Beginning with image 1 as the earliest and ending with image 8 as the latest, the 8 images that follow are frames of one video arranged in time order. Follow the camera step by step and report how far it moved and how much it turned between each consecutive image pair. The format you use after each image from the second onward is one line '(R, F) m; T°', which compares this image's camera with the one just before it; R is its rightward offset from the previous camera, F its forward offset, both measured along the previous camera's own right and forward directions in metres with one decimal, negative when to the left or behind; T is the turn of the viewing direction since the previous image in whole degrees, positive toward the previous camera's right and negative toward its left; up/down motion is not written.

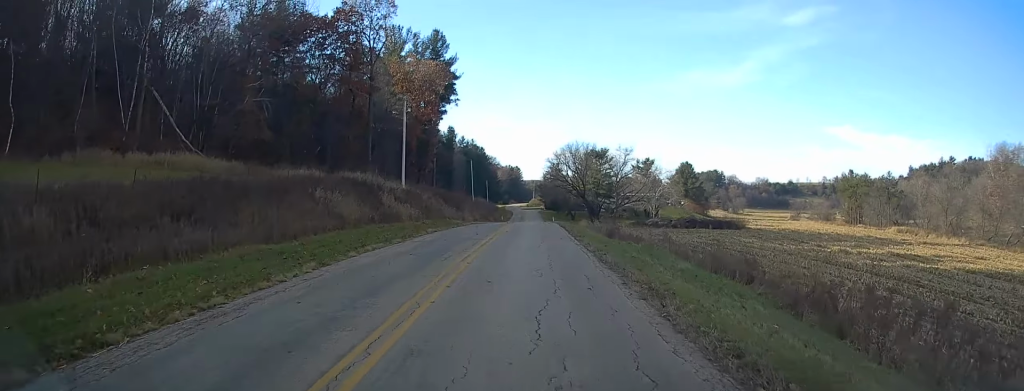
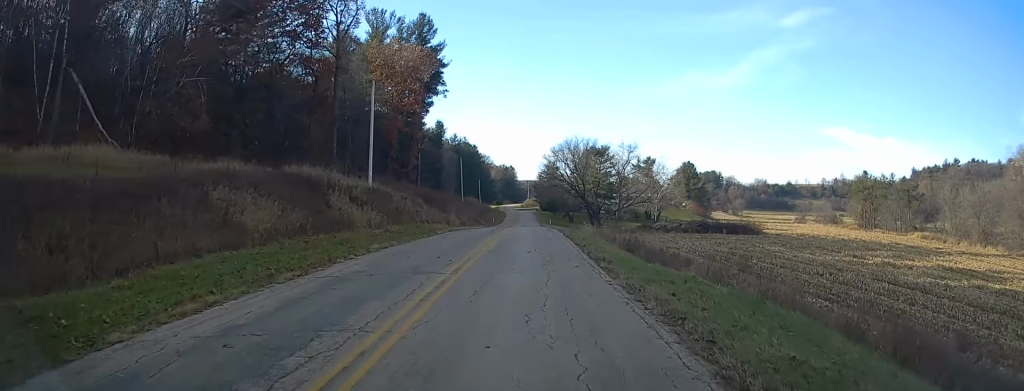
(0.0, +11.2) m; +1°
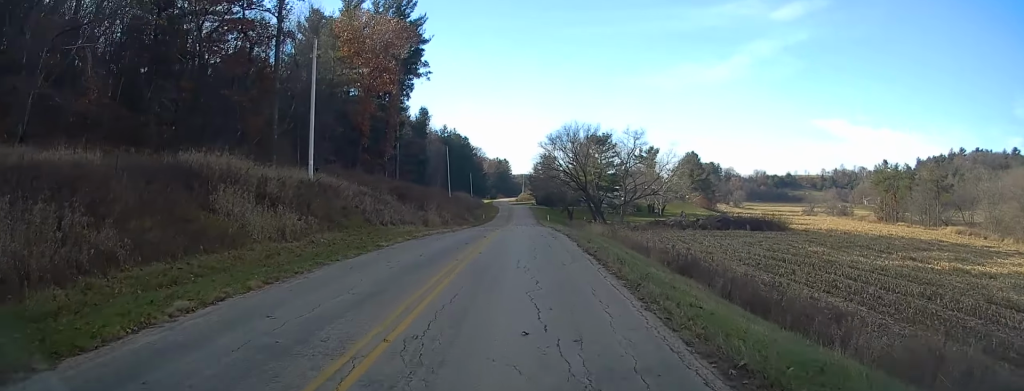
(+0.1, +12.9) m; +1°
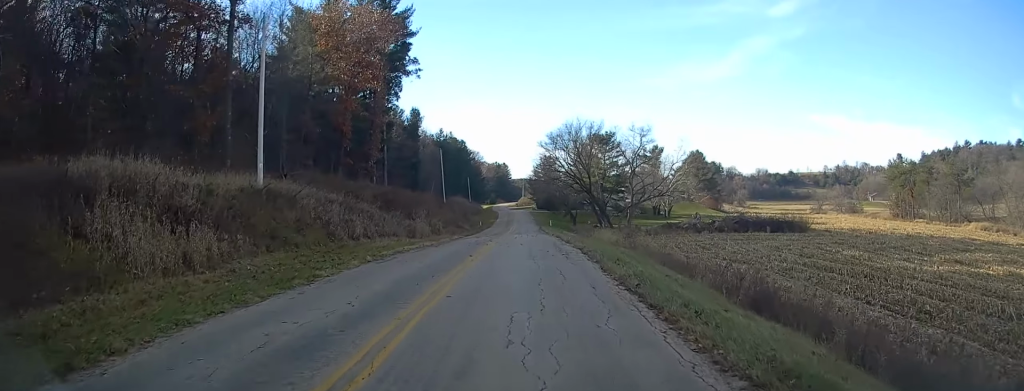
(+0.2, +7.3) m; 0°
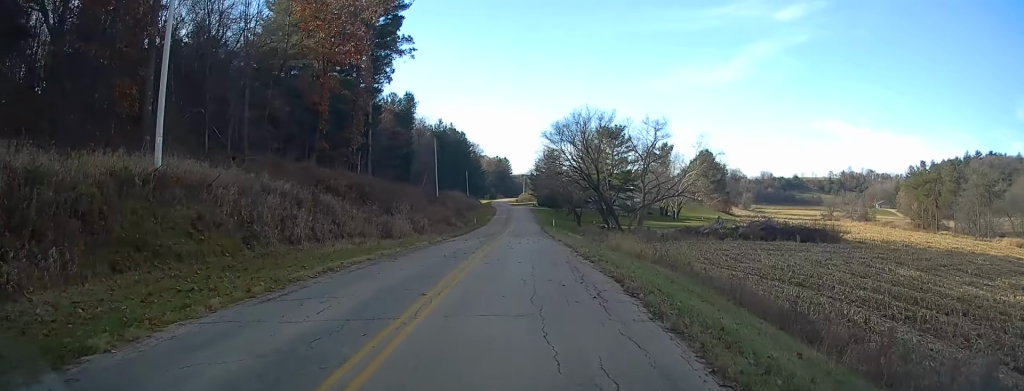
(0.0, +9.4) m; 0°
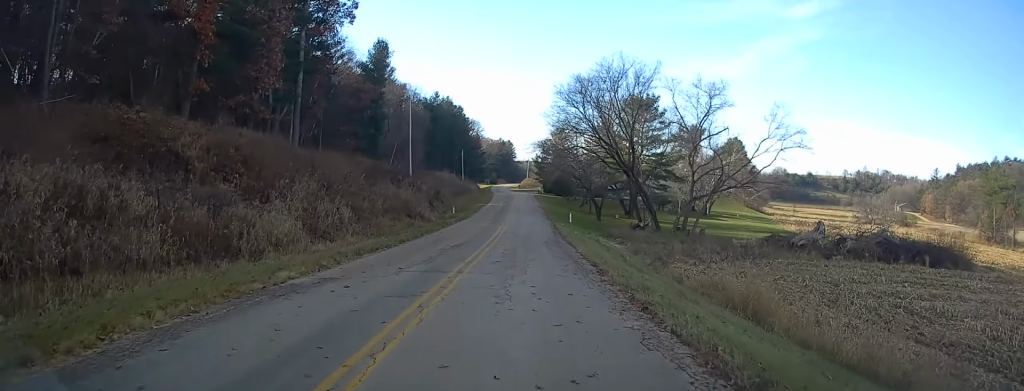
(-0.1, +25.3) m; 0°
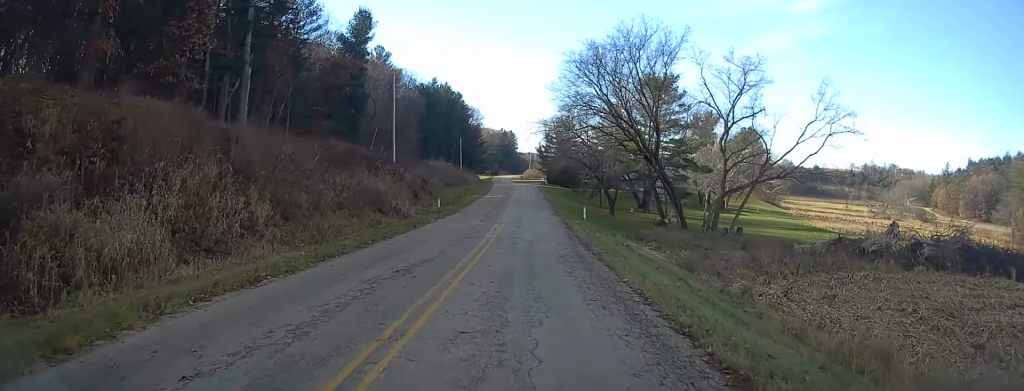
(-0.2, +10.3) m; -2°
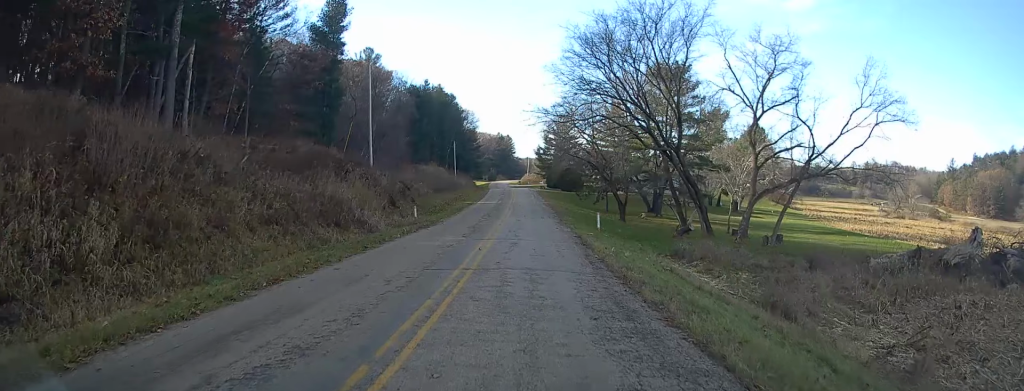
(0.0, +8.4) m; -1°
